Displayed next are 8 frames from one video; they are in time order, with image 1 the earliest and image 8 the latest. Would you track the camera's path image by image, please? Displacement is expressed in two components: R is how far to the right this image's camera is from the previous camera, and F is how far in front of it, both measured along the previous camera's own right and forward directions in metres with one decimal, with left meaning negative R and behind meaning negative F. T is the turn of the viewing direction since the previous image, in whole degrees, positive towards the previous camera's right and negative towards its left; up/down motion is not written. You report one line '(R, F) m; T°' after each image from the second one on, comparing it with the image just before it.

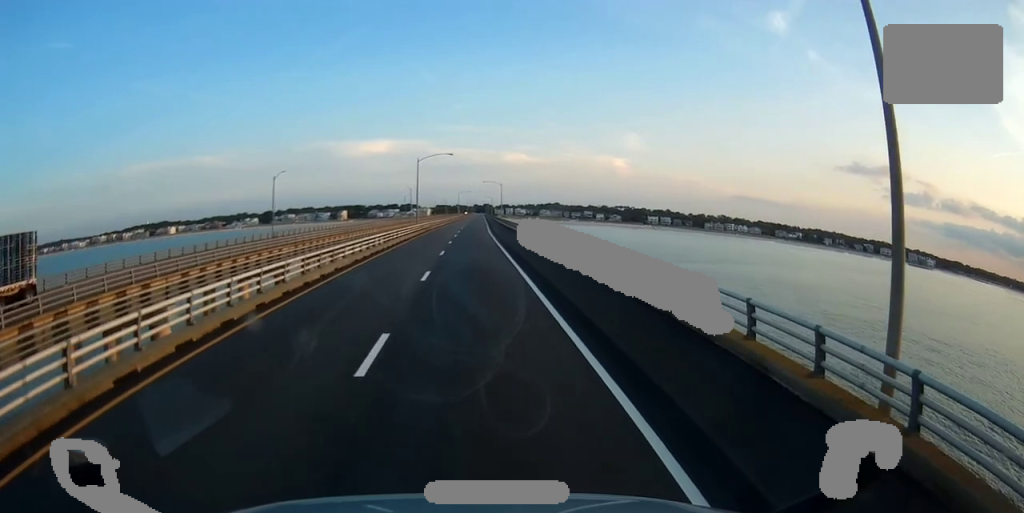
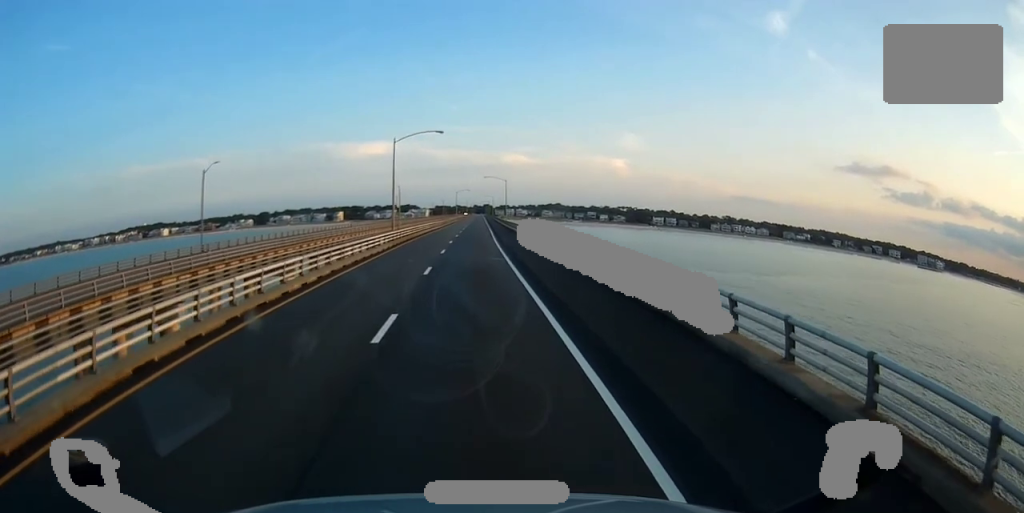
(+0.2, +22.2) m; 0°
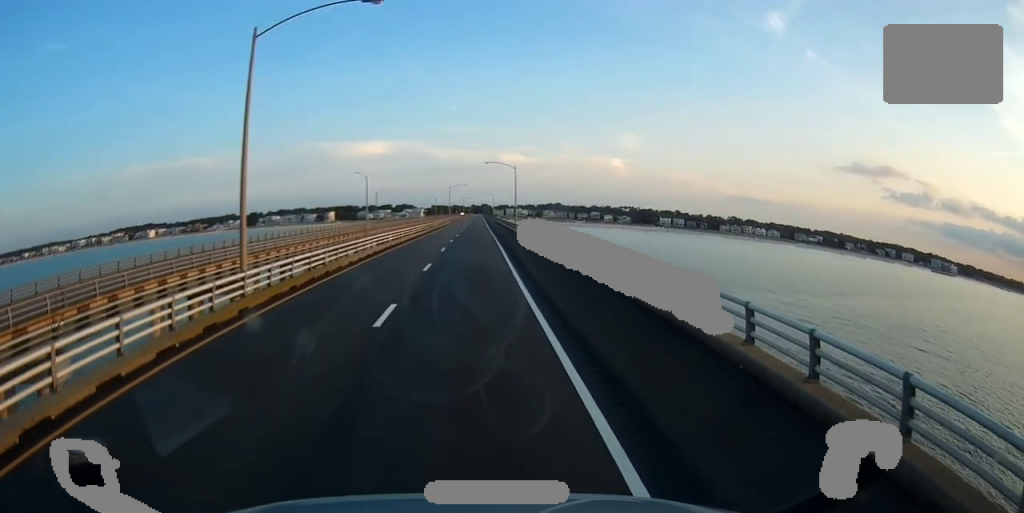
(-0.1, +35.2) m; -1°
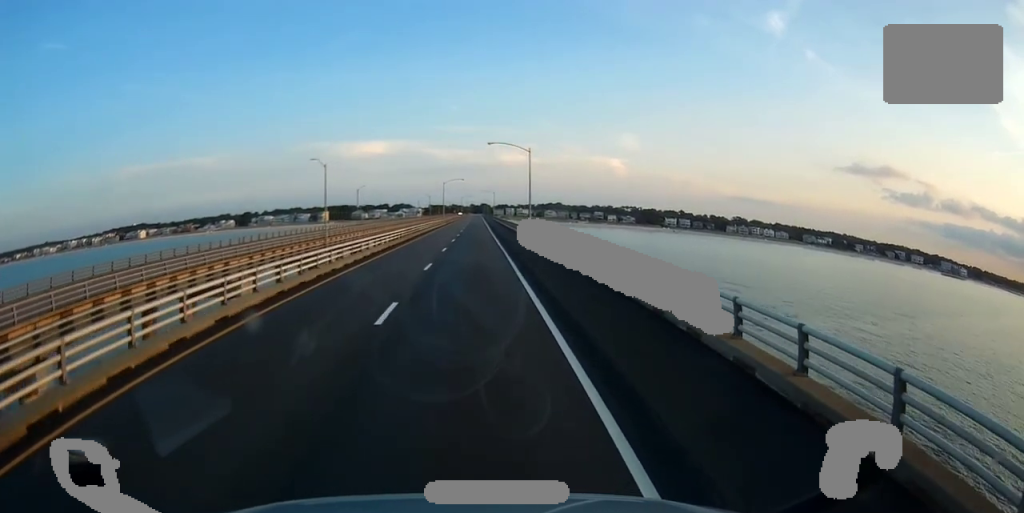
(0.0, +24.2) m; +2°
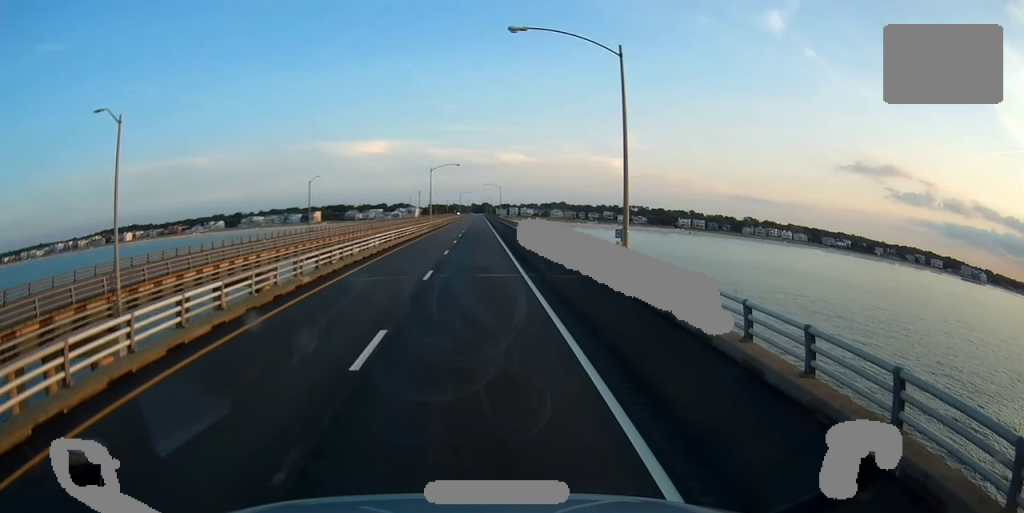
(+0.7, +40.3) m; 0°
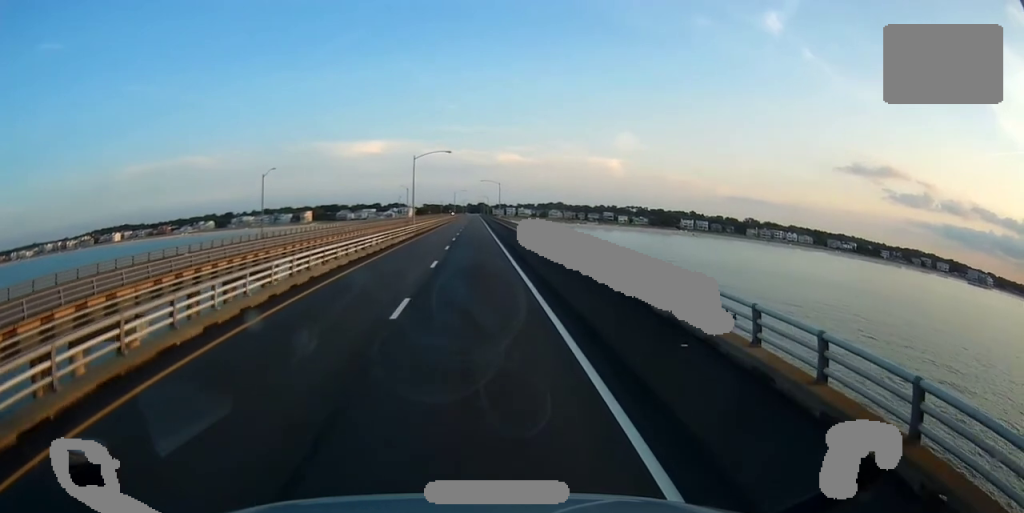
(-0.5, +20.1) m; -1°
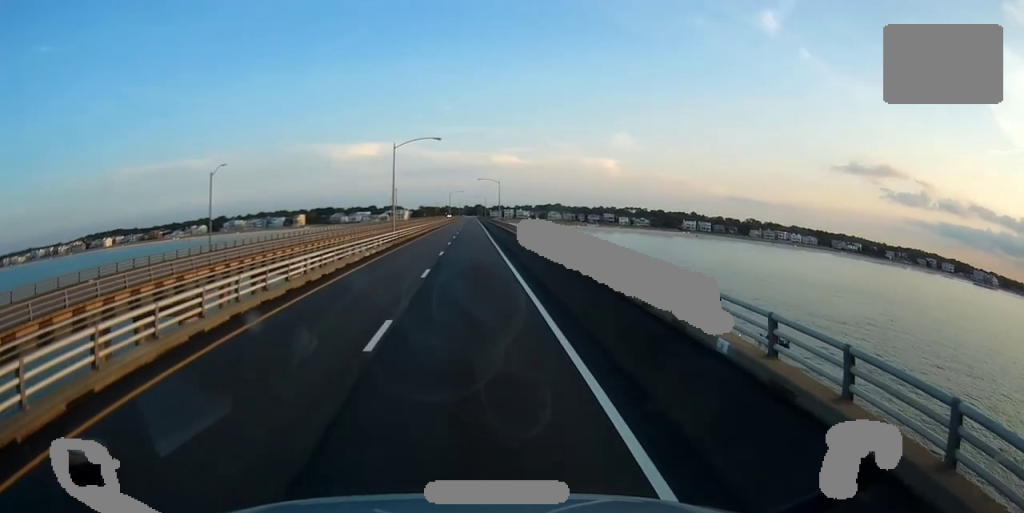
(0.0, +15.1) m; 0°
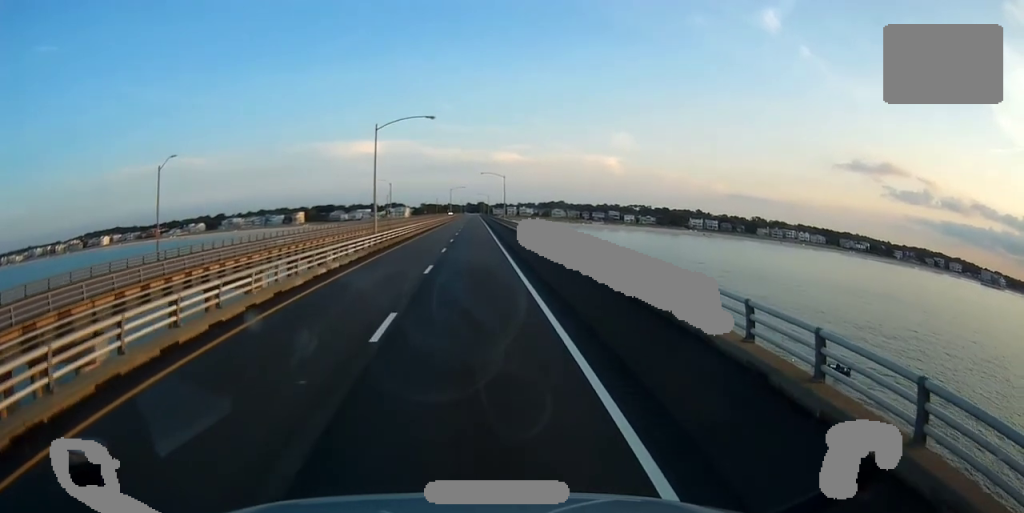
(0.0, +12.1) m; +1°
